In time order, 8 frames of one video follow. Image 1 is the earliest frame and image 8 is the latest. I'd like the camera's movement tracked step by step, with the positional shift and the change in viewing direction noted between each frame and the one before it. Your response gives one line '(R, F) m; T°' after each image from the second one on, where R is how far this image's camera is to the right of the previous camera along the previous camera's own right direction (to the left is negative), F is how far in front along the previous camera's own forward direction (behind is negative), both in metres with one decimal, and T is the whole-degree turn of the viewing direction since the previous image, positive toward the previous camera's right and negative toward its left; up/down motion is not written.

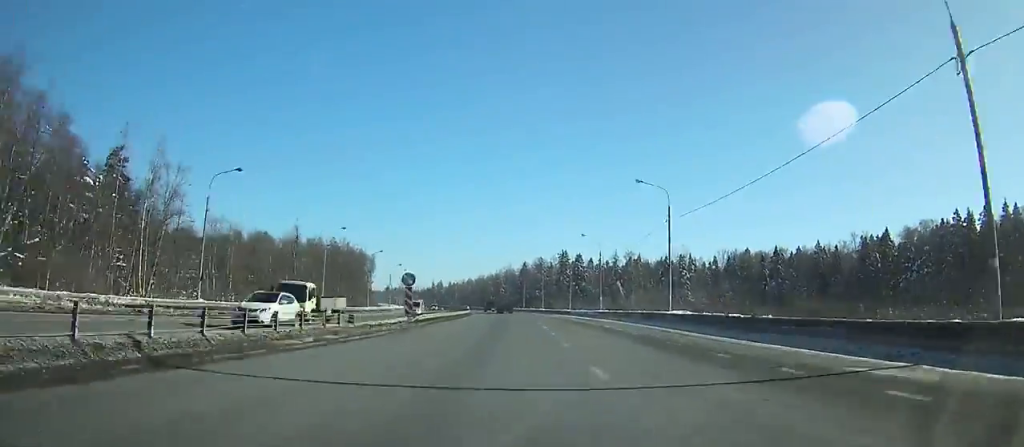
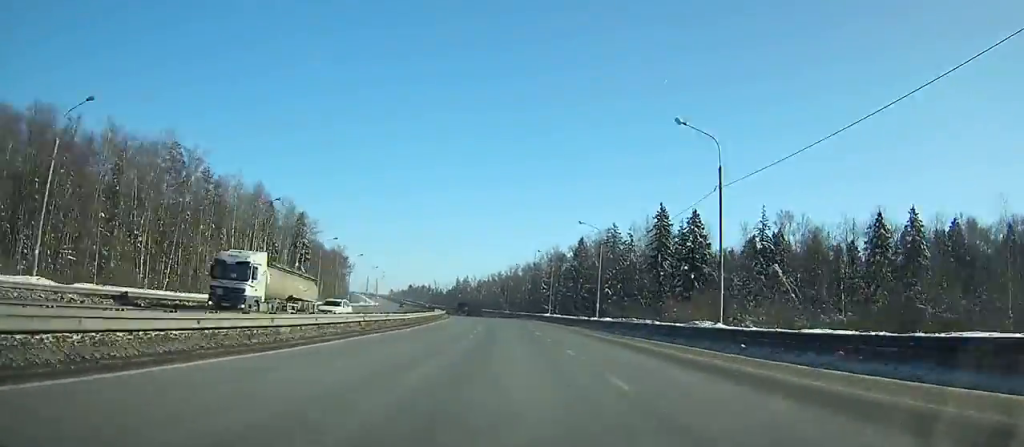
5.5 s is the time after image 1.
(-3.5, +106.6) m; -4°
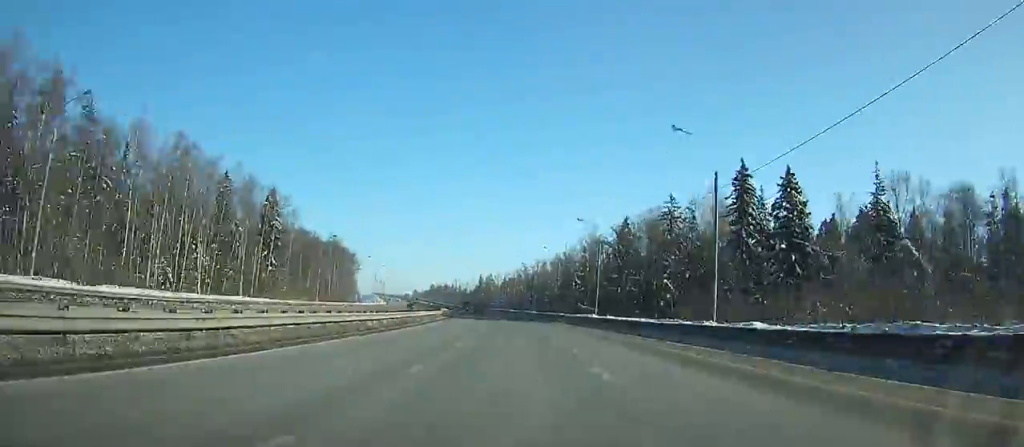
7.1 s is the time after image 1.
(-0.2, +31.7) m; -2°
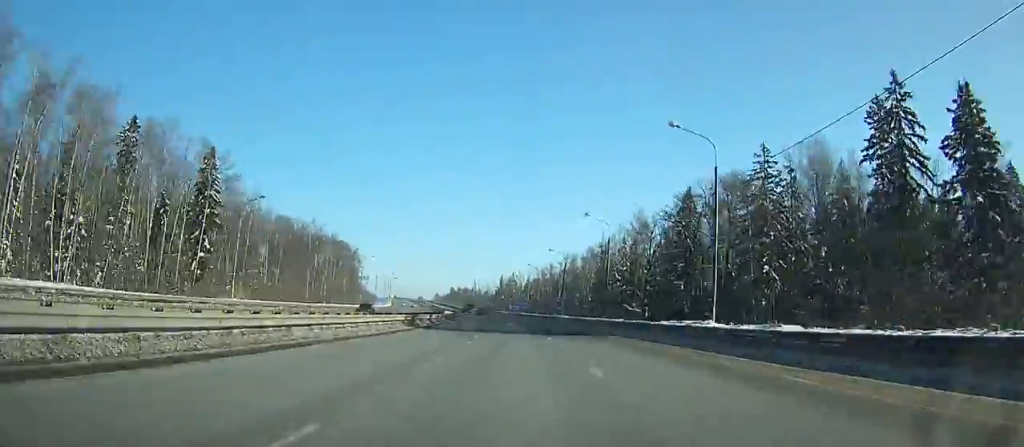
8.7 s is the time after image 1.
(-0.7, +32.1) m; -2°
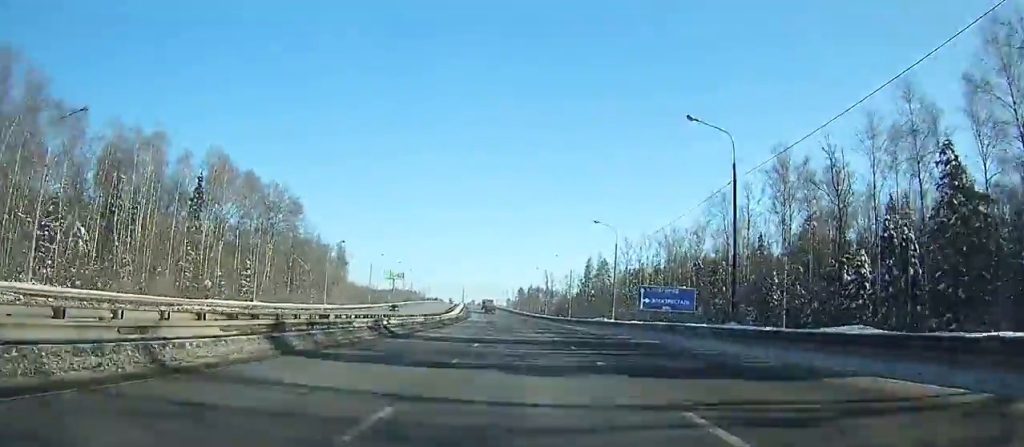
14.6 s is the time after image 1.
(-8.6, +120.6) m; -8°
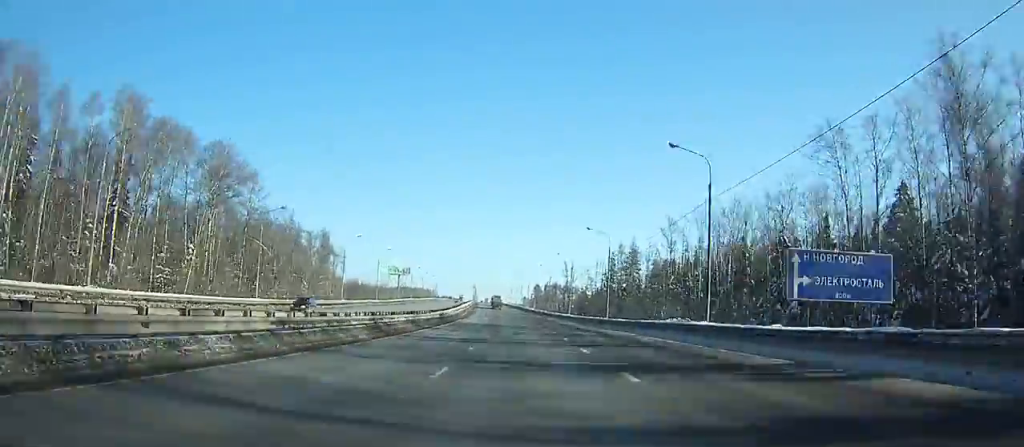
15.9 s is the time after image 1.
(-0.4, +27.3) m; -2°
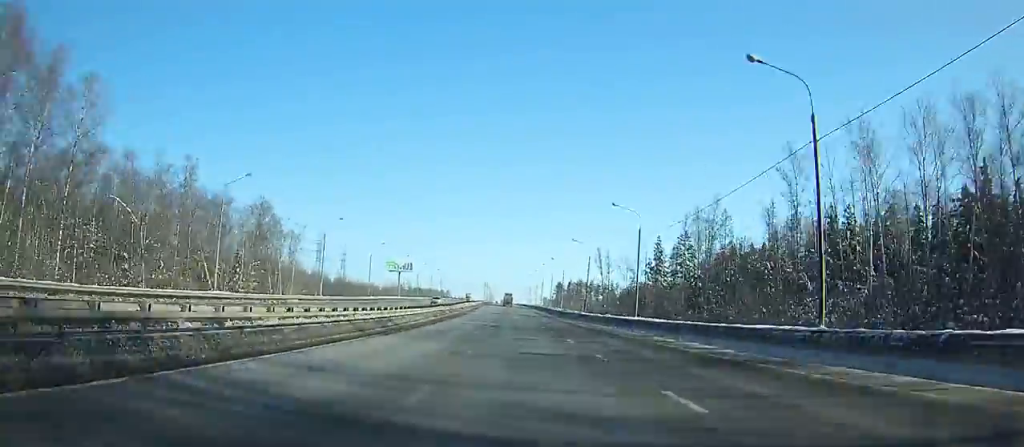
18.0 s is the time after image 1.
(-1.0, +44.2) m; -2°
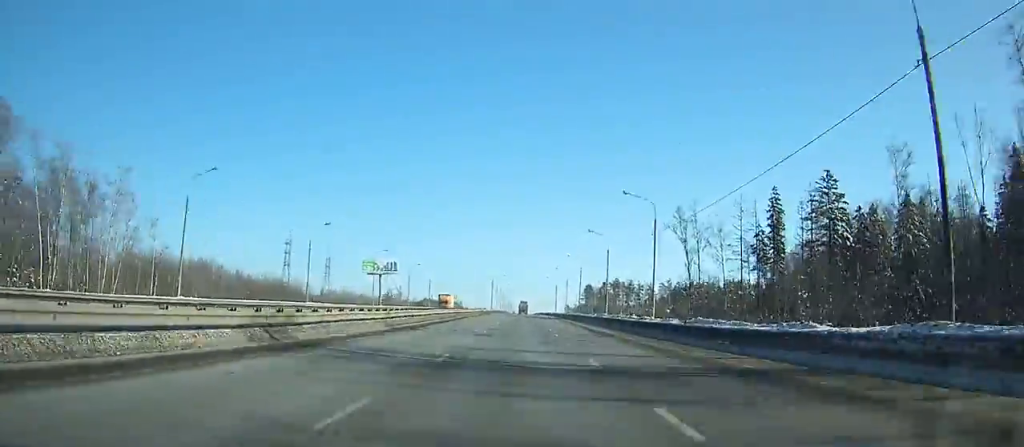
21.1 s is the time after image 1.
(-1.6, +65.5) m; -2°
